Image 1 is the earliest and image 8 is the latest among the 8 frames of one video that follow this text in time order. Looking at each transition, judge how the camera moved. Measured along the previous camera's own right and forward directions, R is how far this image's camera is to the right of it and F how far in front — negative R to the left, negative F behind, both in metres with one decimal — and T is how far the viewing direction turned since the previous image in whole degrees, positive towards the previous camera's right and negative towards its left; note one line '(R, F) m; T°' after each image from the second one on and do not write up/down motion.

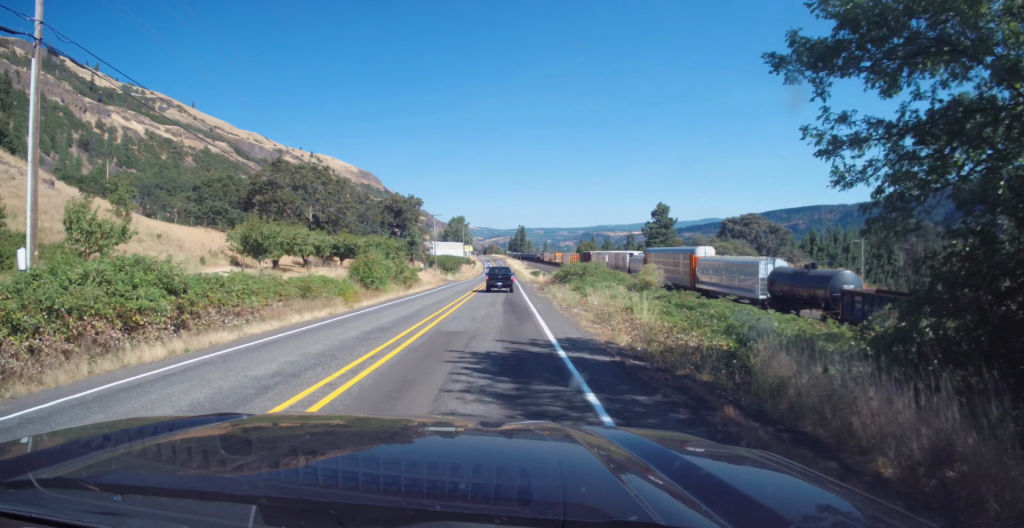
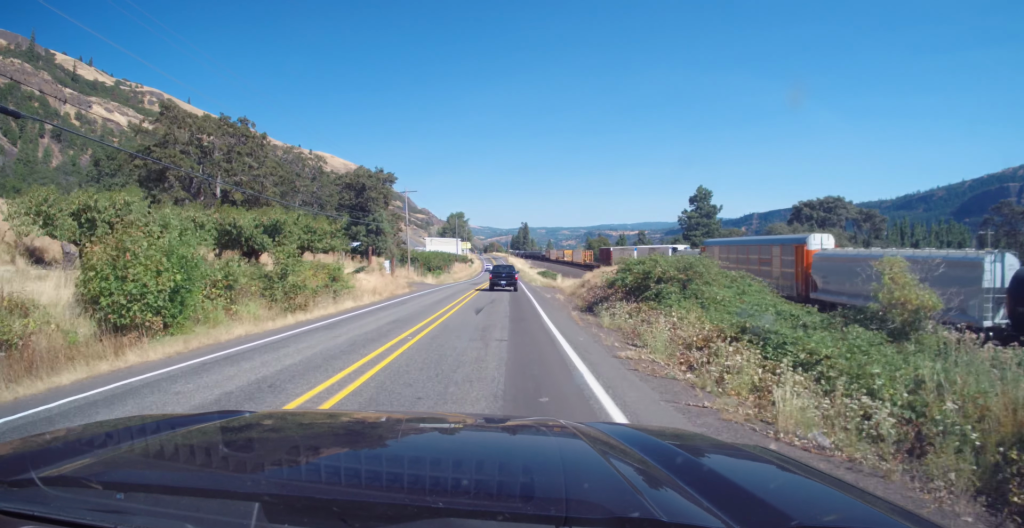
(+0.5, +29.2) m; +1°
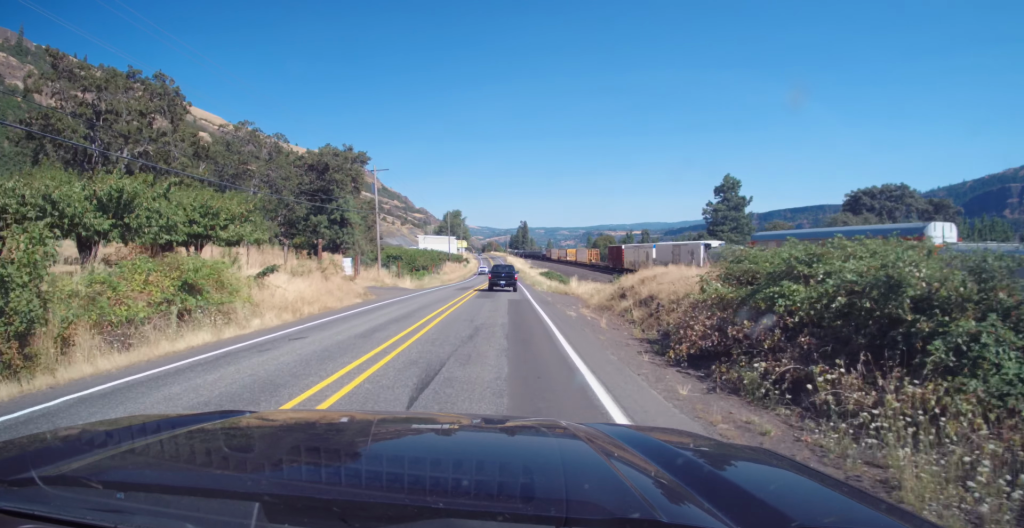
(+0.2, +15.4) m; -1°
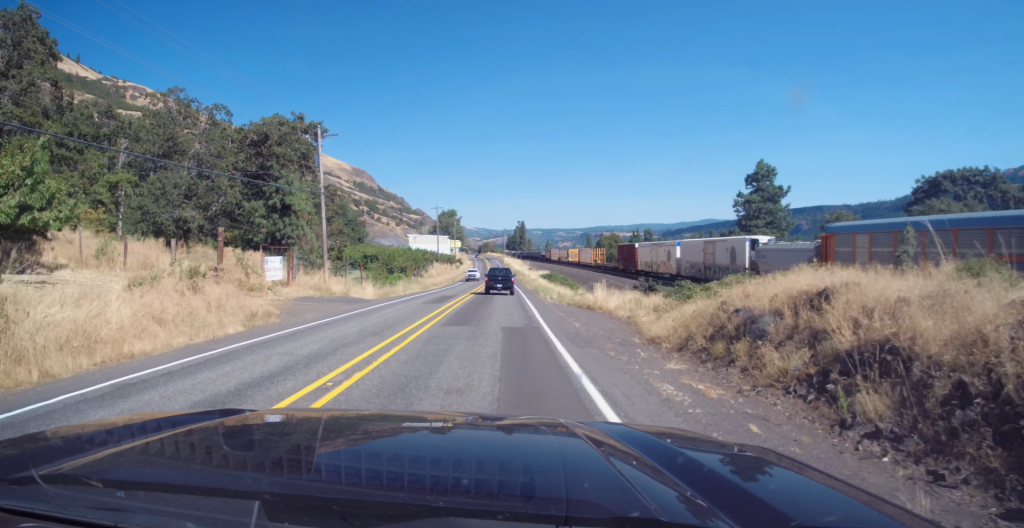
(-0.5, +14.9) m; 0°
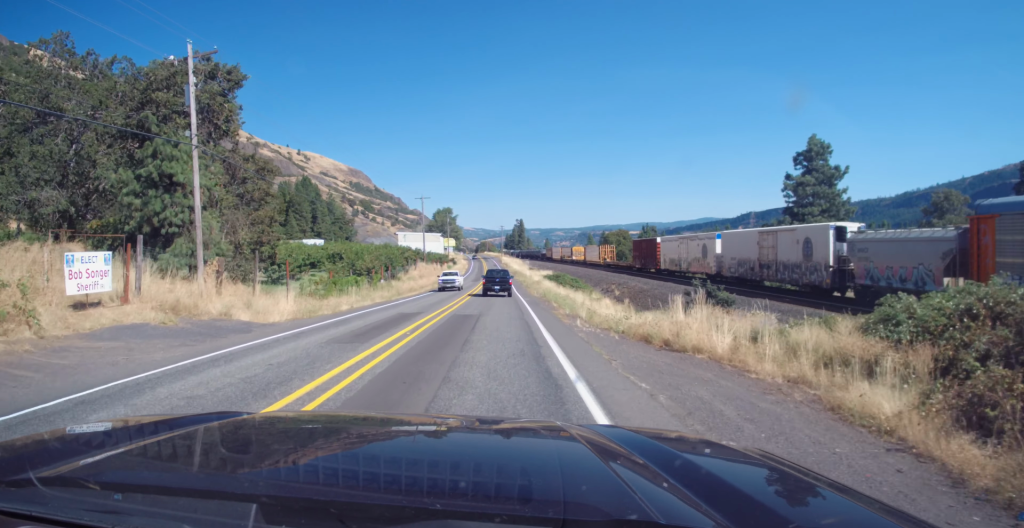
(+0.1, +16.6) m; 0°
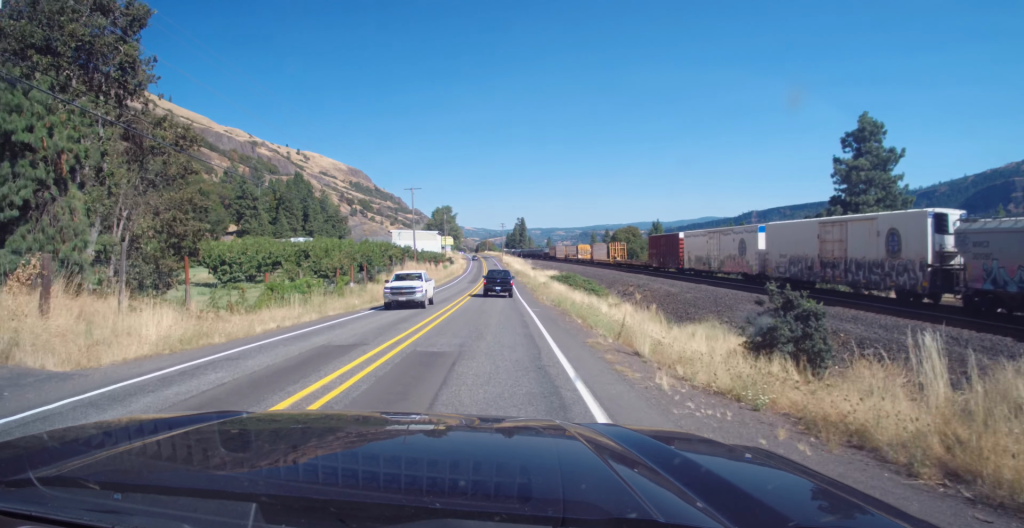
(+0.1, +11.3) m; 0°
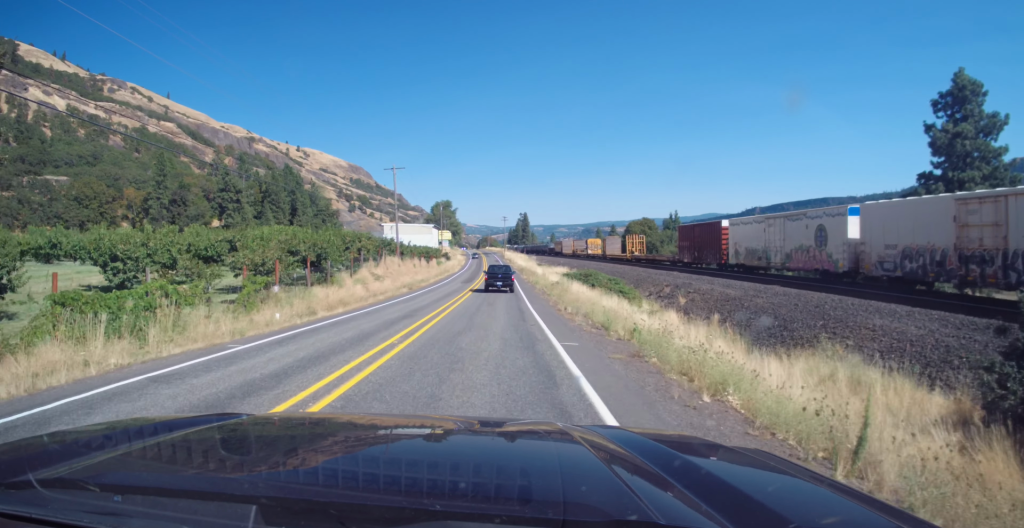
(-0.2, +15.5) m; -1°
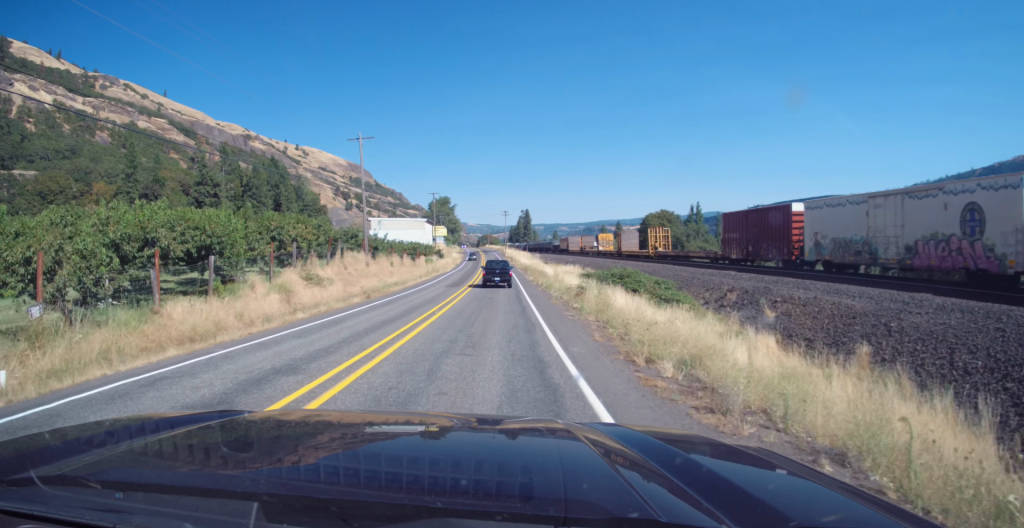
(-0.1, +16.0) m; +1°
